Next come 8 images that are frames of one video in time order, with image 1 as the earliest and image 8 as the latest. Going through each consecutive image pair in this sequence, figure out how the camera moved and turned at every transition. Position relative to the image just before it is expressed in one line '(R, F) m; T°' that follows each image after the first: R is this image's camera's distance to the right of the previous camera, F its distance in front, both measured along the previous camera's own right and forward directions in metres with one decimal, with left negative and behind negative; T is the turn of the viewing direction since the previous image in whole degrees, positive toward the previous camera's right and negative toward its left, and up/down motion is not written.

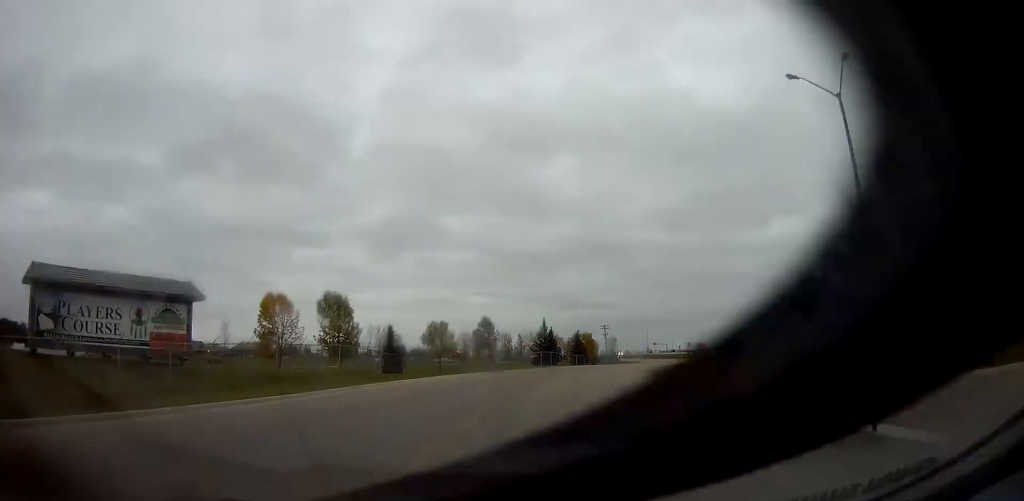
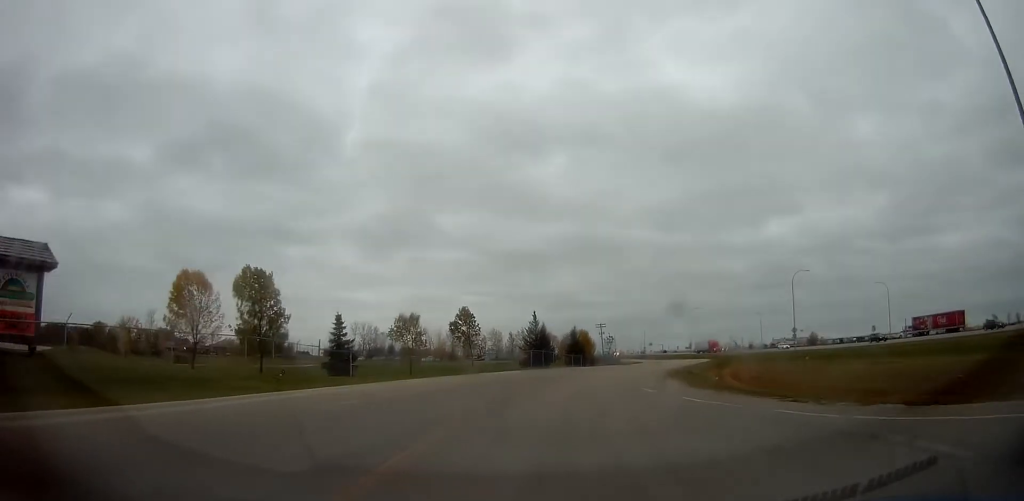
(0.0, +11.6) m; +1°
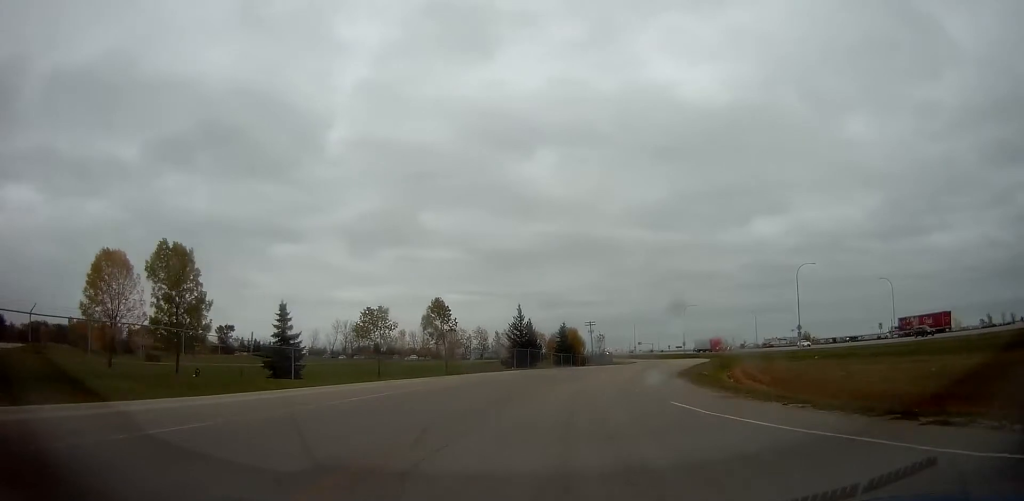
(-0.1, +7.2) m; +1°
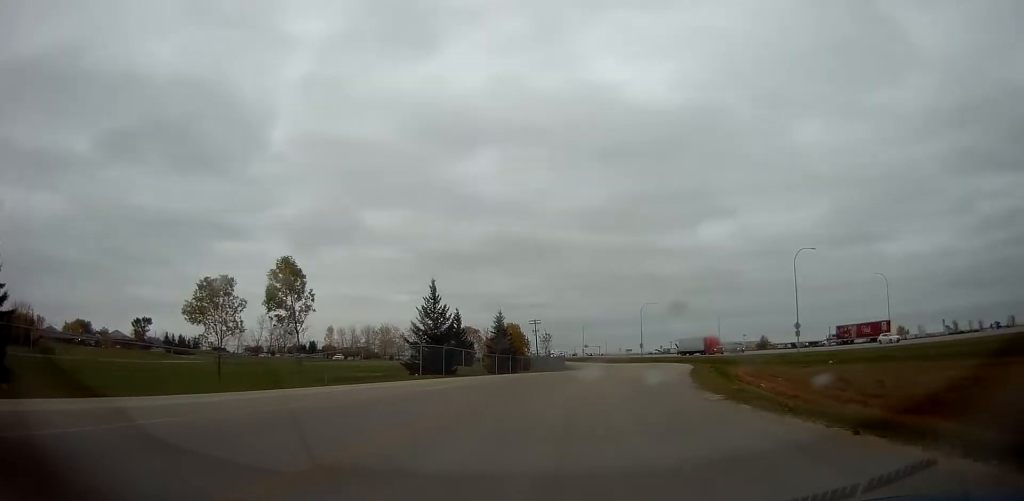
(+0.8, +19.2) m; +5°
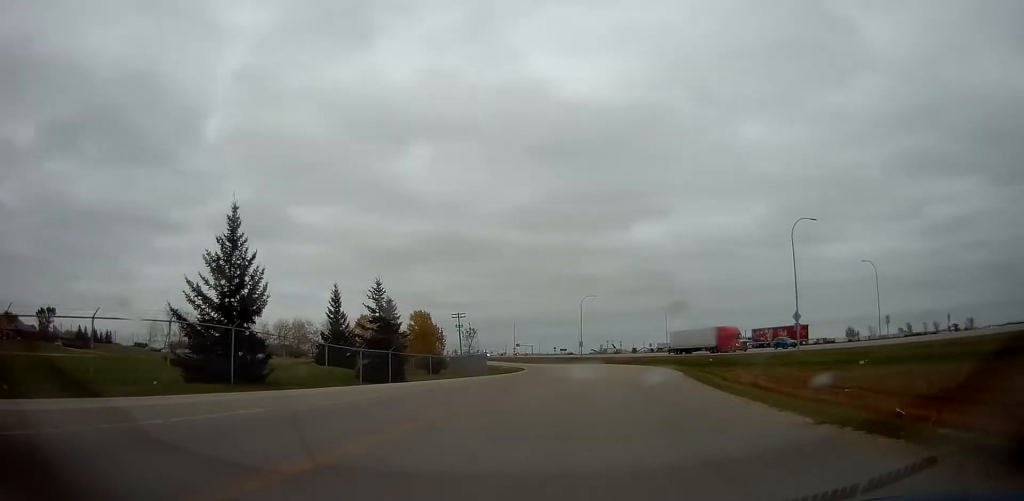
(+1.1, +19.3) m; +6°
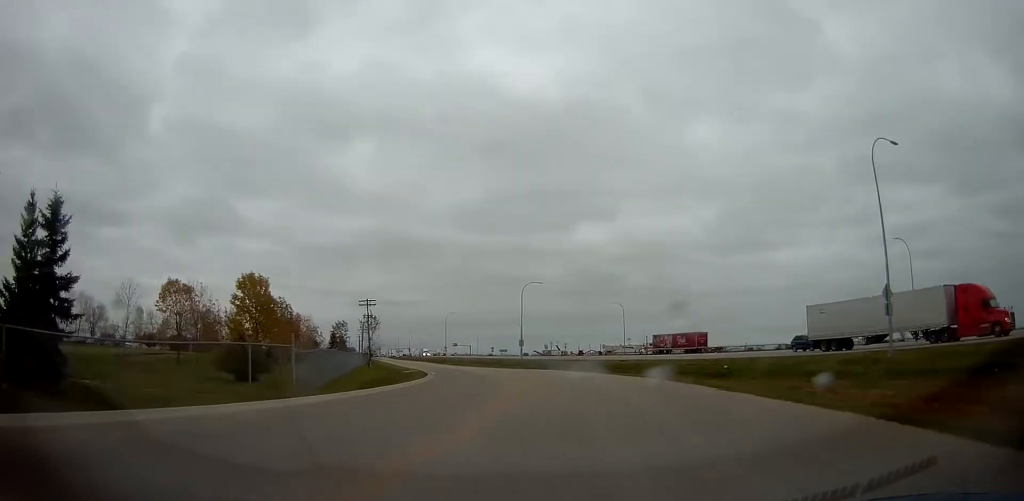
(+1.8, +27.1) m; +6°
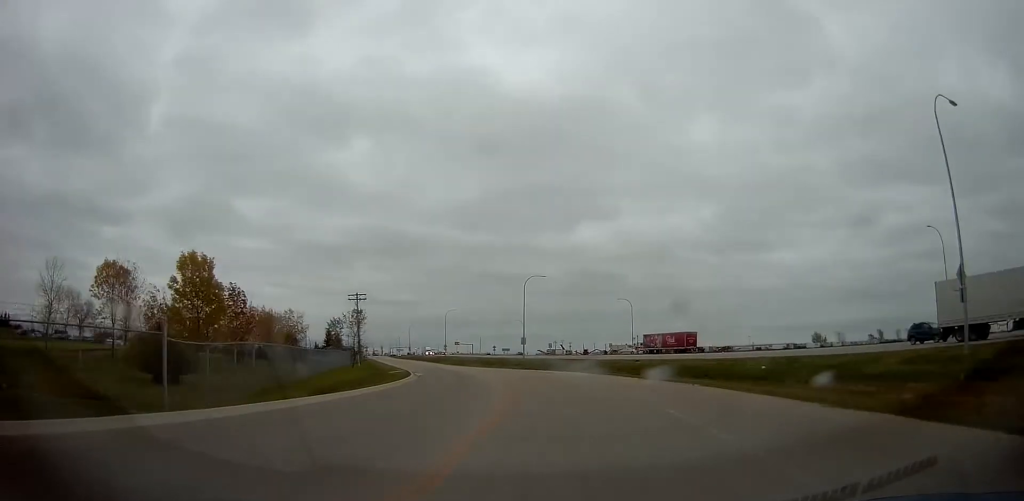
(0.0, +7.8) m; 0°
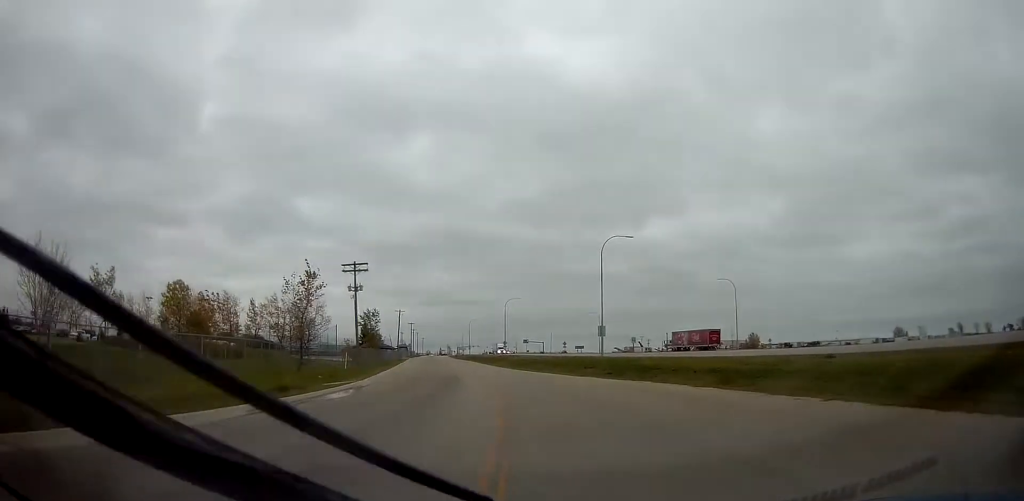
(-1.1, +31.6) m; -5°
